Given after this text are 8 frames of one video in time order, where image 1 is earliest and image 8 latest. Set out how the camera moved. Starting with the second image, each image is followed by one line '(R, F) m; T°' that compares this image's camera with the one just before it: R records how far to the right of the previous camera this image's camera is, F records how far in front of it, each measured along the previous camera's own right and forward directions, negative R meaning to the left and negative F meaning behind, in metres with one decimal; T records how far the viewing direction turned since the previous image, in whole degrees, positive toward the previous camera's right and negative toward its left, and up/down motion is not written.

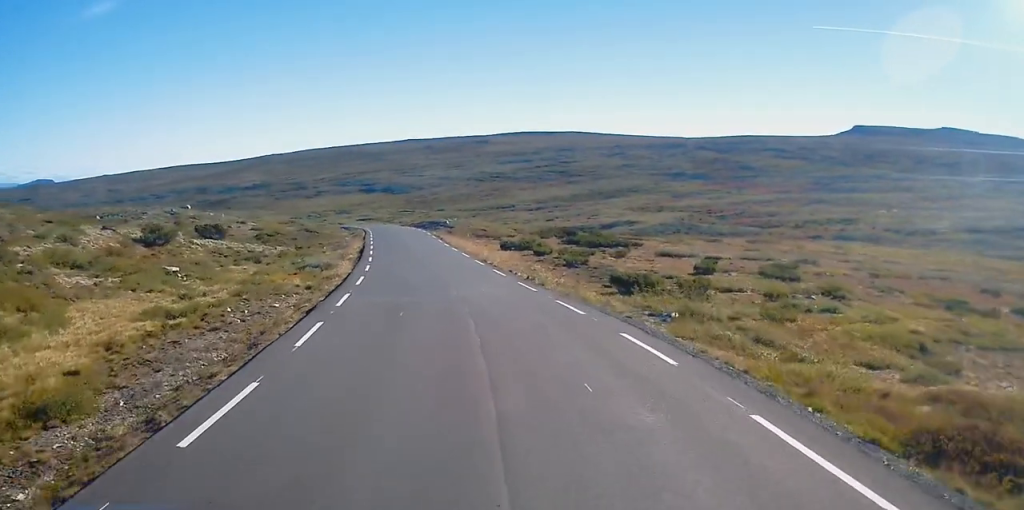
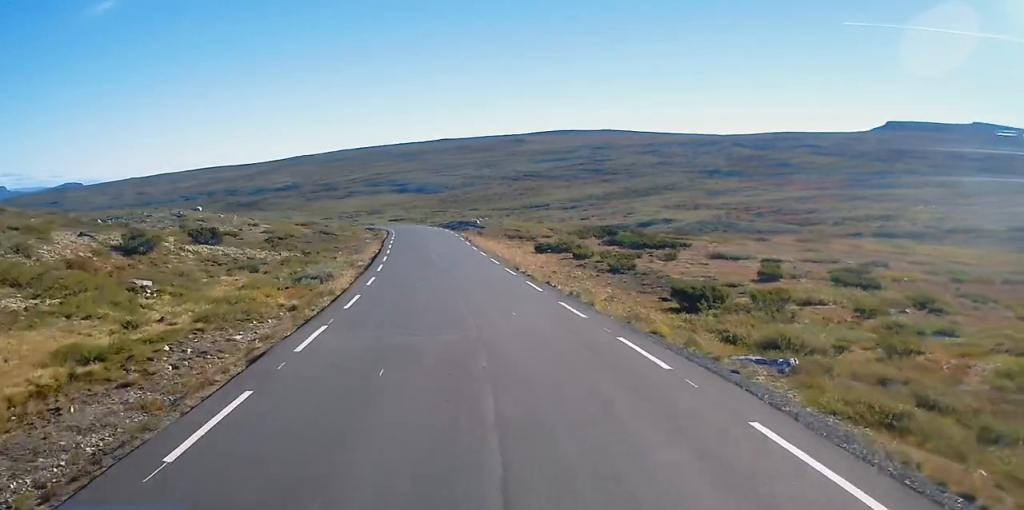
(-0.1, +6.3) m; -1°
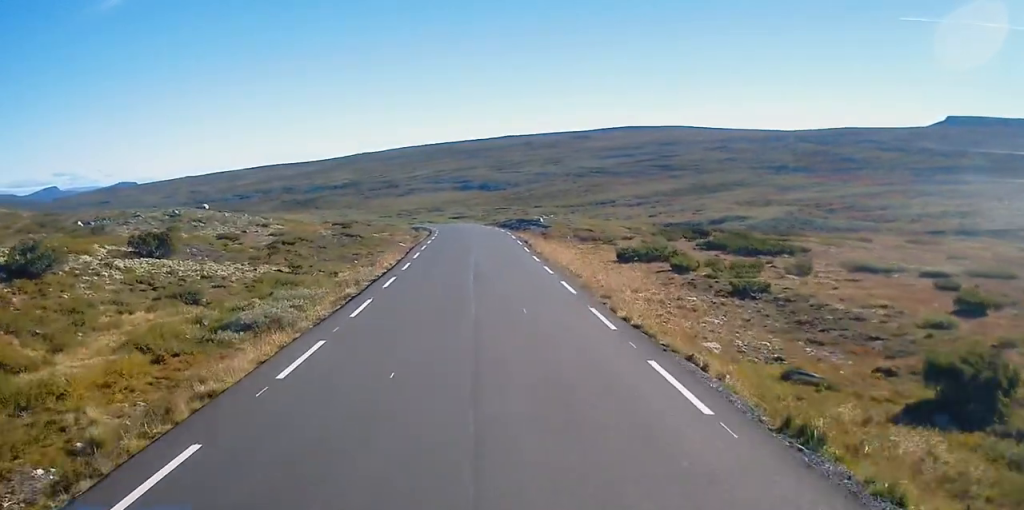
(-0.3, +14.5) m; -3°
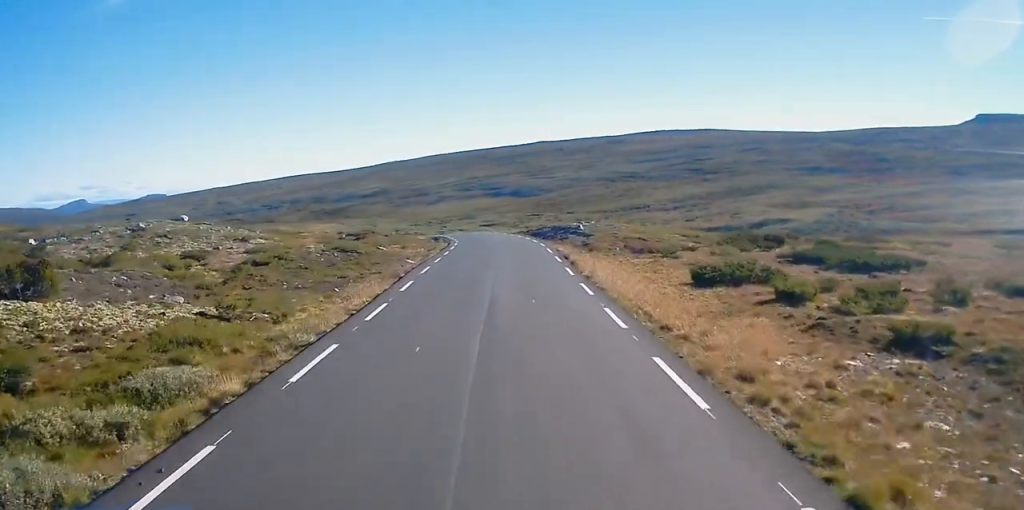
(-0.3, +11.6) m; -2°
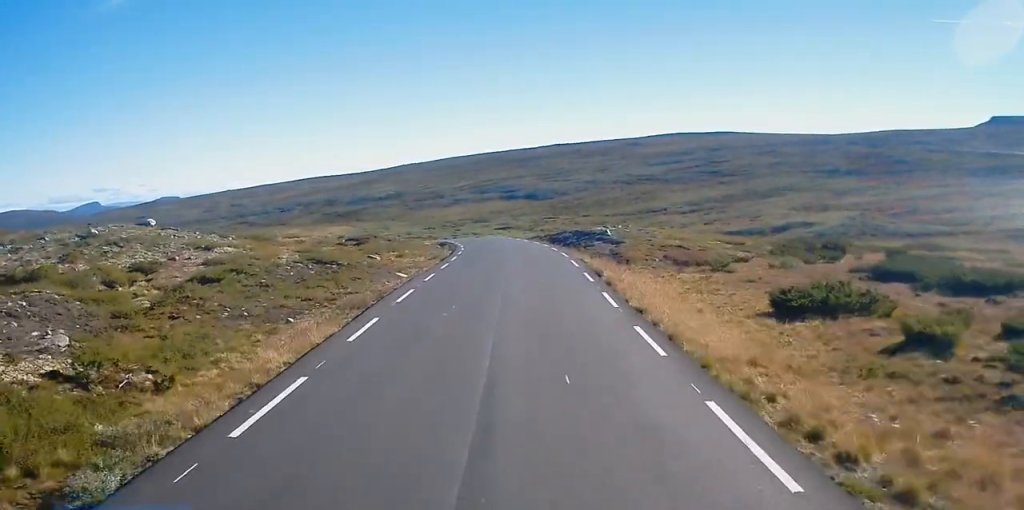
(0.0, +8.6) m; -1°
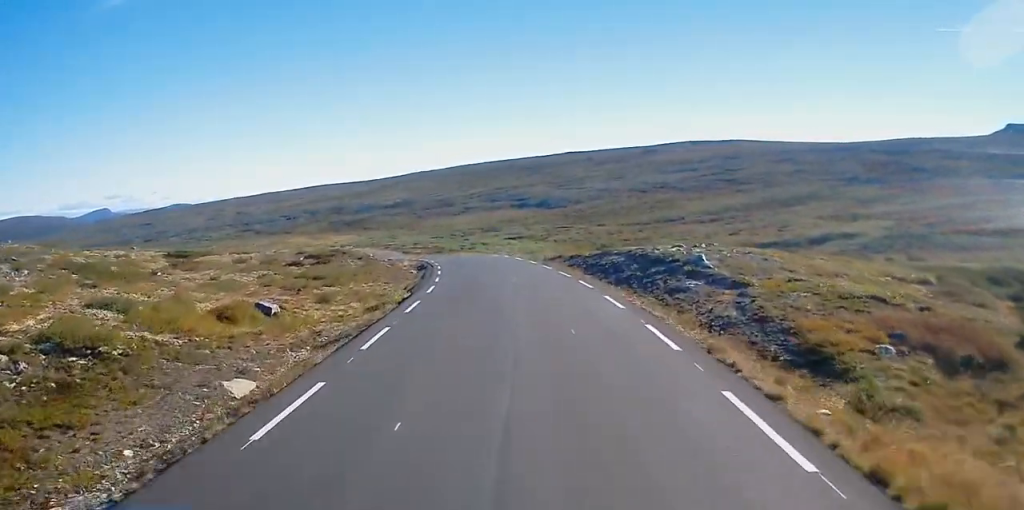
(-0.8, +23.8) m; -3°
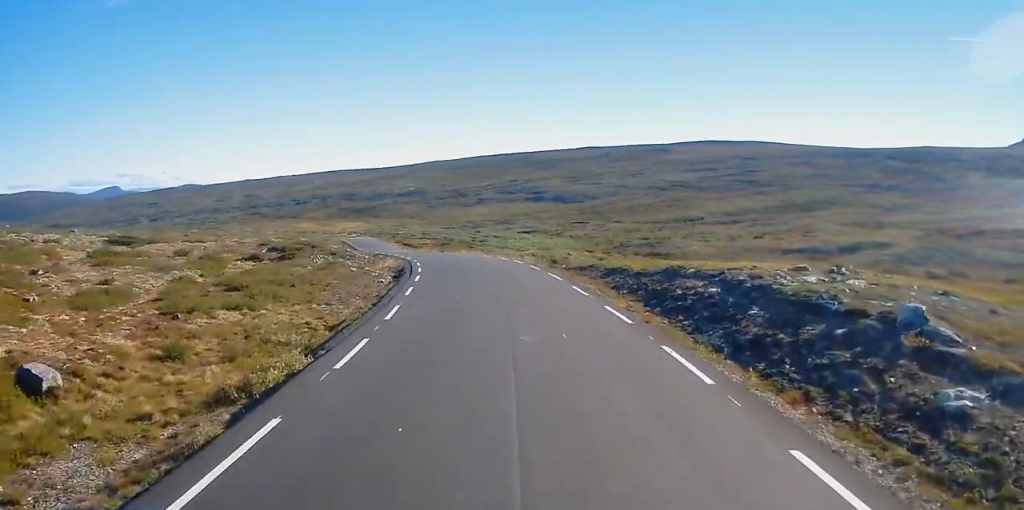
(-0.1, +14.3) m; 0°
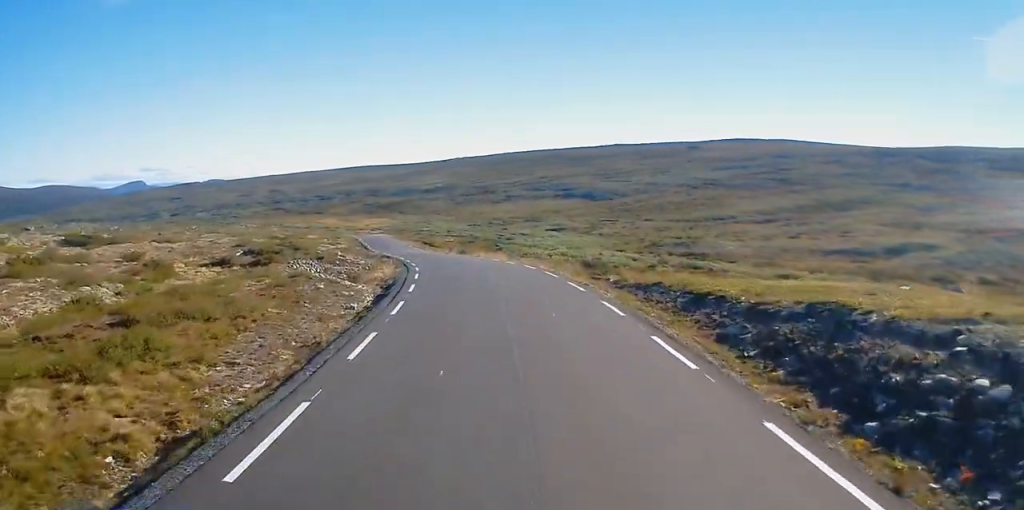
(0.0, +11.0) m; -1°
